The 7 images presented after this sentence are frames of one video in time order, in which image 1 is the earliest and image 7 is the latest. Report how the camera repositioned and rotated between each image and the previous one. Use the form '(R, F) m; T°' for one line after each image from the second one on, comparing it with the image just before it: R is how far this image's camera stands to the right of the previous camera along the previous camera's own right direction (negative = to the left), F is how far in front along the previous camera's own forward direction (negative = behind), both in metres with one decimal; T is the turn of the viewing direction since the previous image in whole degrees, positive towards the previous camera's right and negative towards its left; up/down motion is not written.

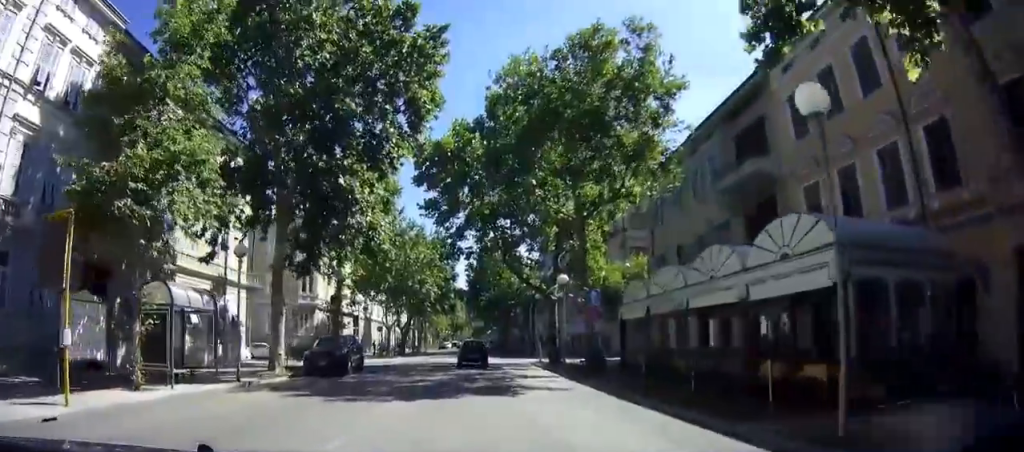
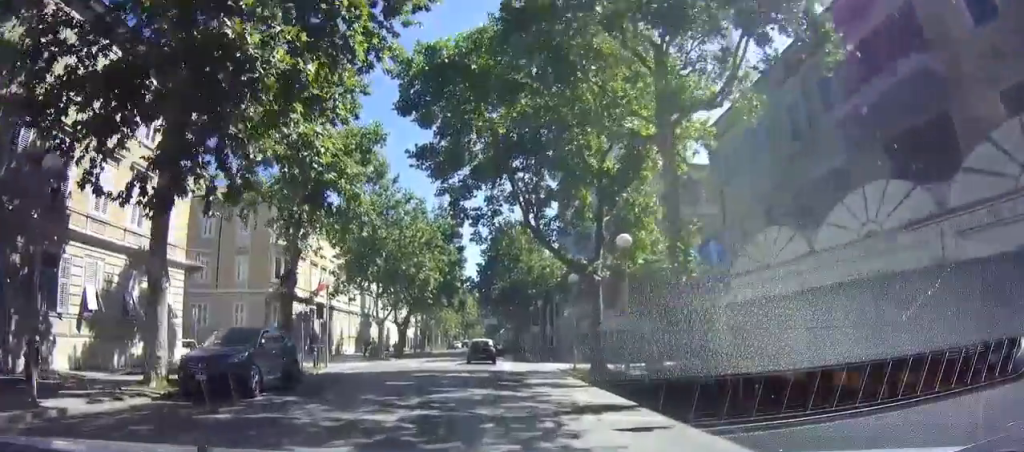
(-0.1, +10.0) m; -1°
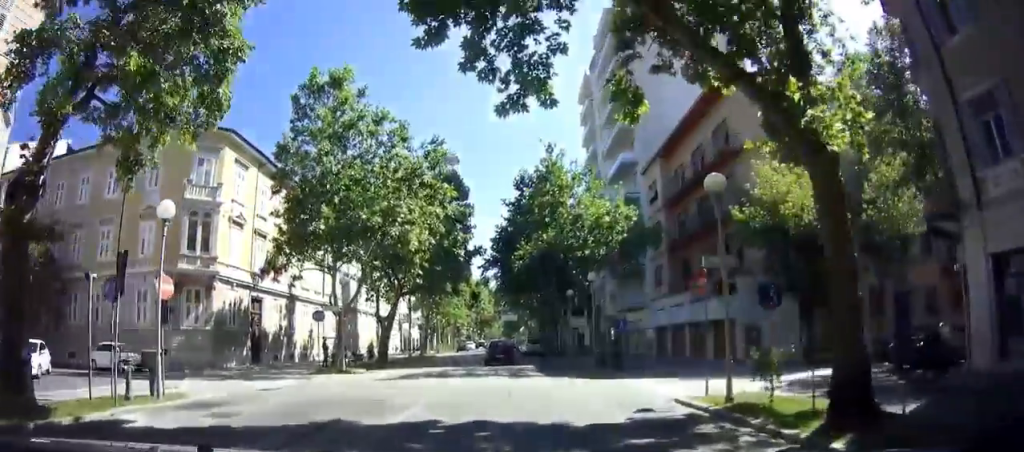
(-0.3, +14.7) m; -6°
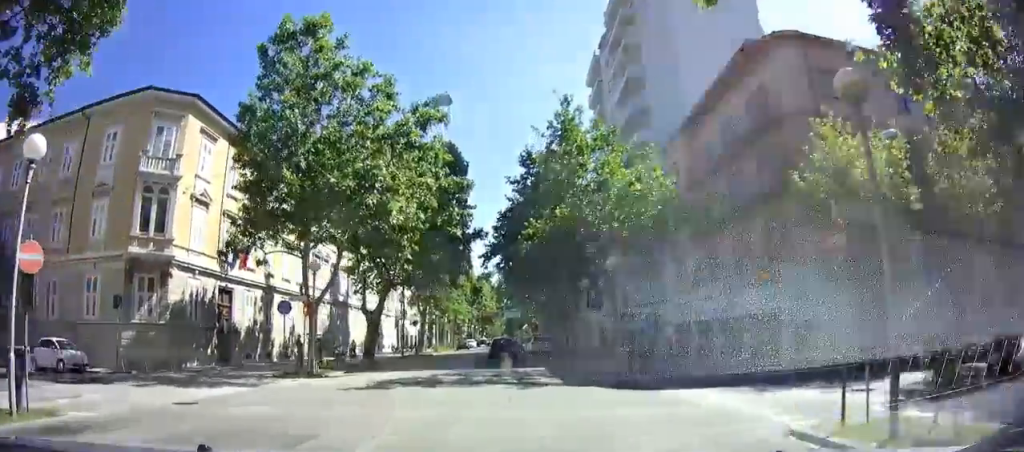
(-0.2, +4.5) m; -1°
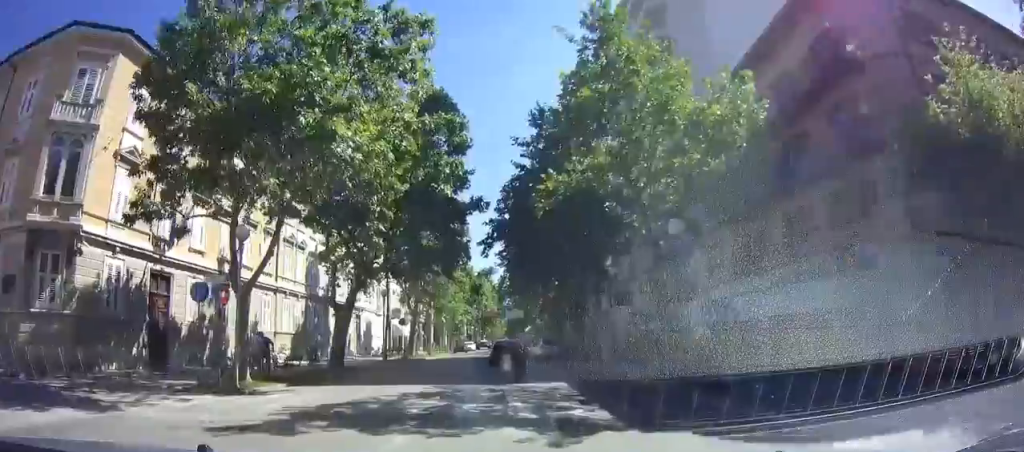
(-0.2, +6.5) m; 0°
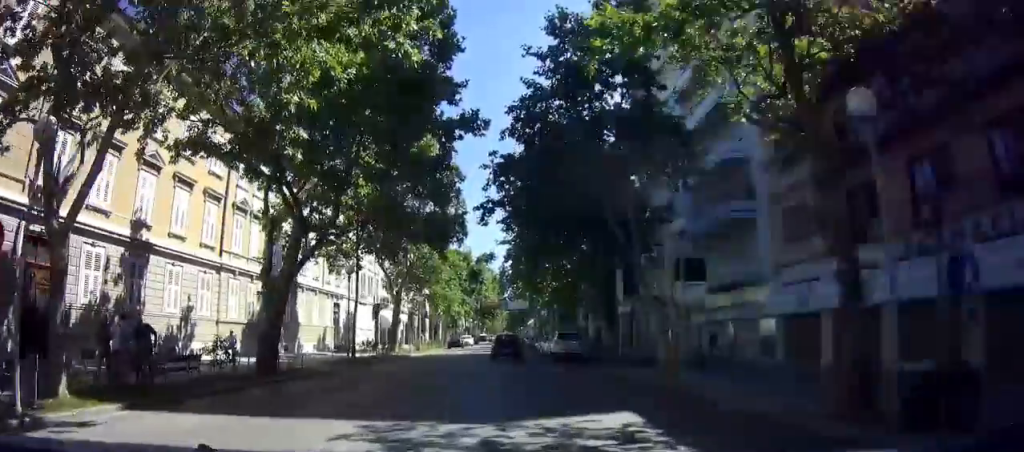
(+0.3, +8.2) m; +3°
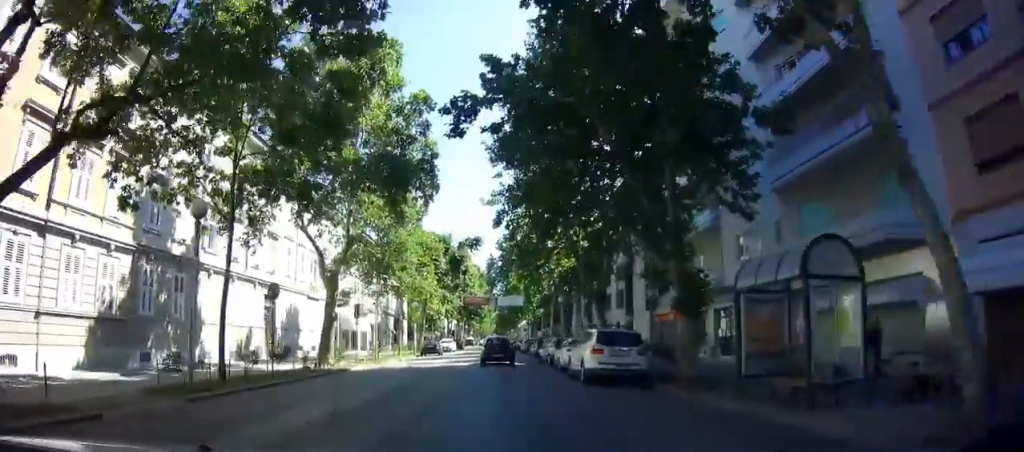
(+0.5, +12.7) m; +4°
